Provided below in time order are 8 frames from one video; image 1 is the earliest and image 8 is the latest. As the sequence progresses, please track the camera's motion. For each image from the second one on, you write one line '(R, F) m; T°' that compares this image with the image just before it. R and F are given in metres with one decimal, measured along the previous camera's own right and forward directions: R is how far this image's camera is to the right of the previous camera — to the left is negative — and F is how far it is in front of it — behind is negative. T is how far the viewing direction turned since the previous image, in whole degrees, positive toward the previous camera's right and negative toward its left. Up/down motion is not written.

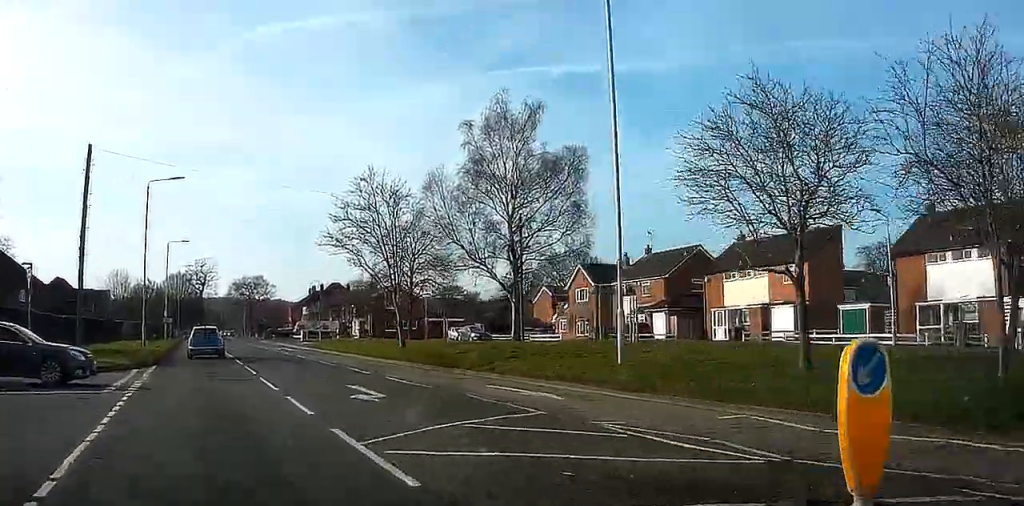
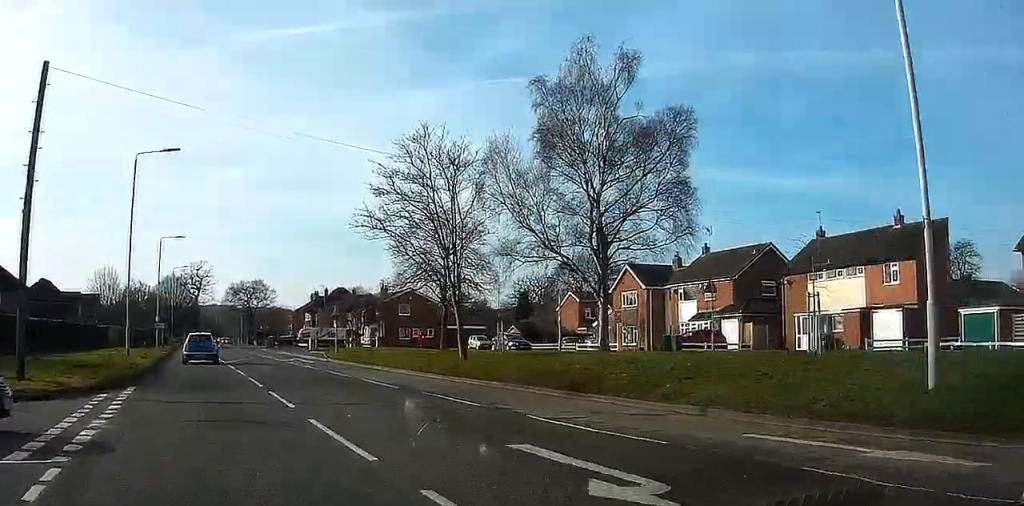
(0.0, +9.6) m; 0°
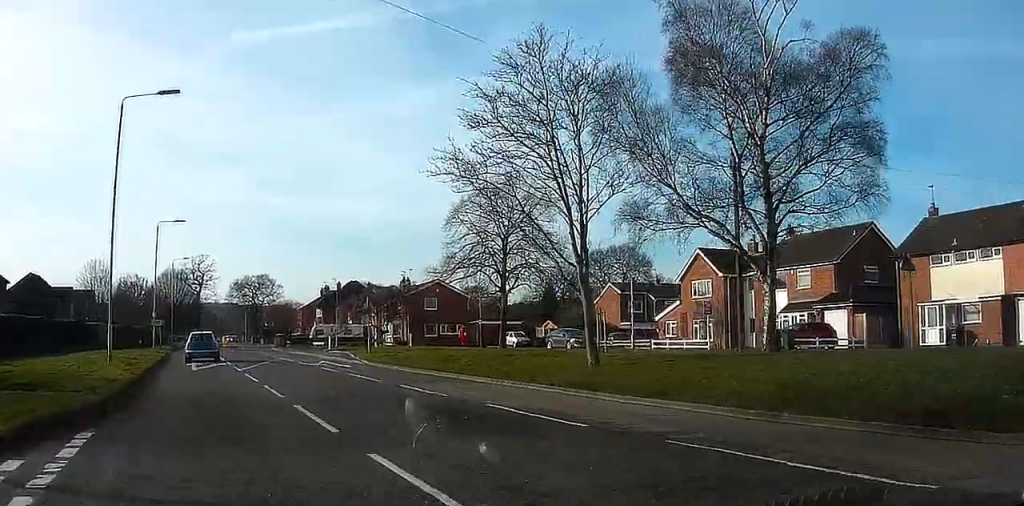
(-0.1, +10.5) m; +1°
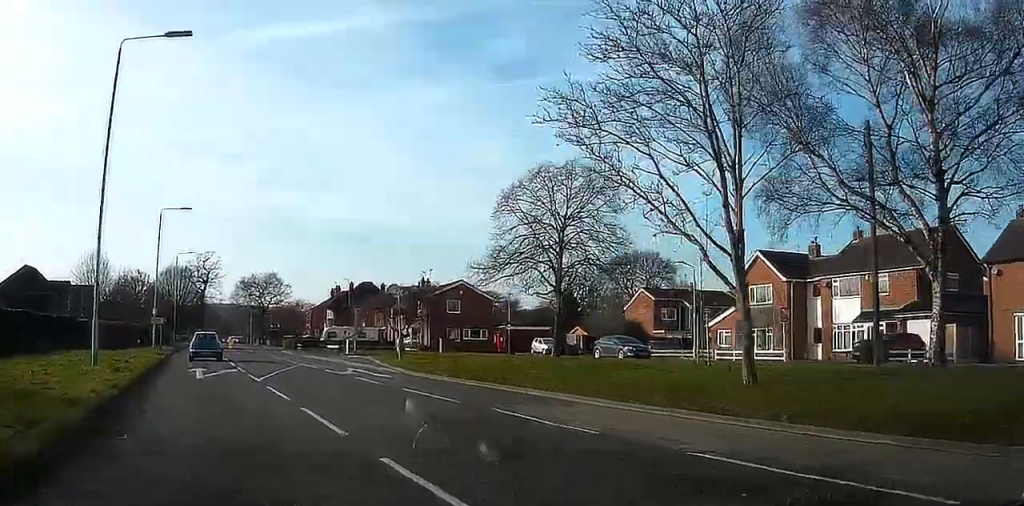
(+0.1, +6.6) m; 0°
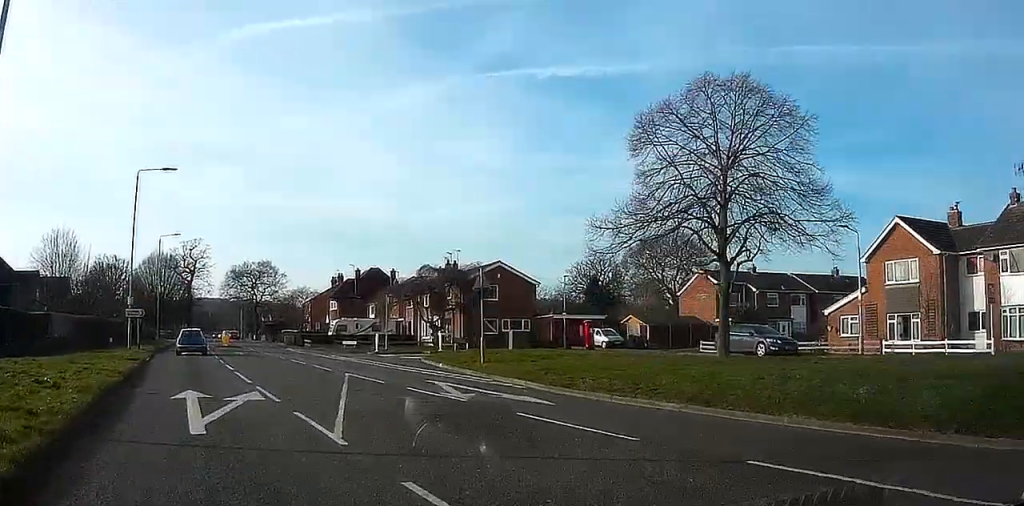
(0.0, +14.8) m; +1°
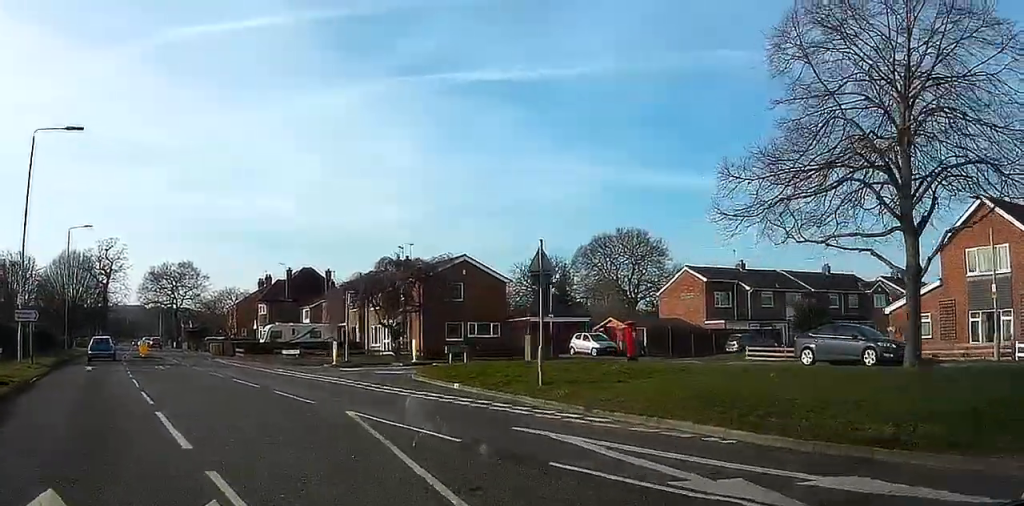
(+0.4, +12.4) m; +2°
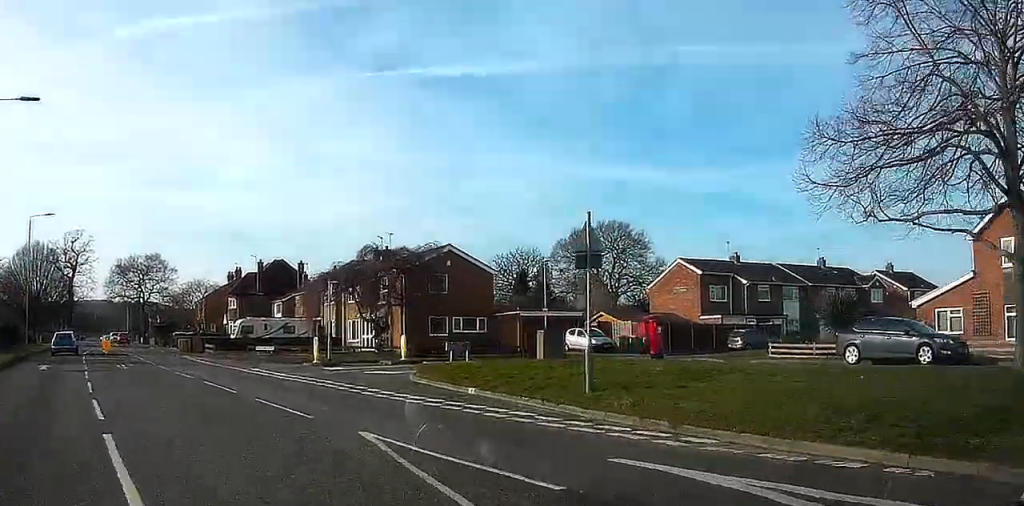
(0.0, +4.7) m; 0°
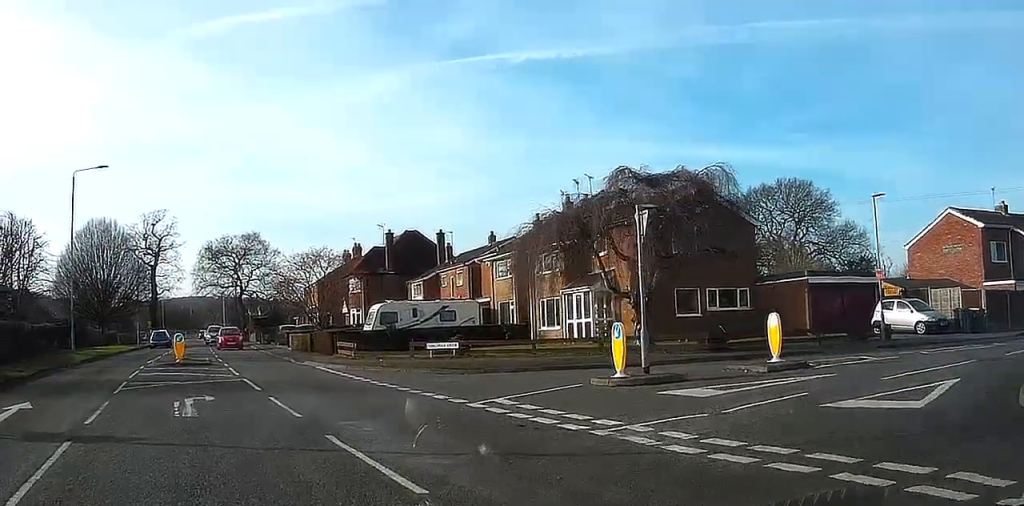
(0.0, +19.8) m; -2°
